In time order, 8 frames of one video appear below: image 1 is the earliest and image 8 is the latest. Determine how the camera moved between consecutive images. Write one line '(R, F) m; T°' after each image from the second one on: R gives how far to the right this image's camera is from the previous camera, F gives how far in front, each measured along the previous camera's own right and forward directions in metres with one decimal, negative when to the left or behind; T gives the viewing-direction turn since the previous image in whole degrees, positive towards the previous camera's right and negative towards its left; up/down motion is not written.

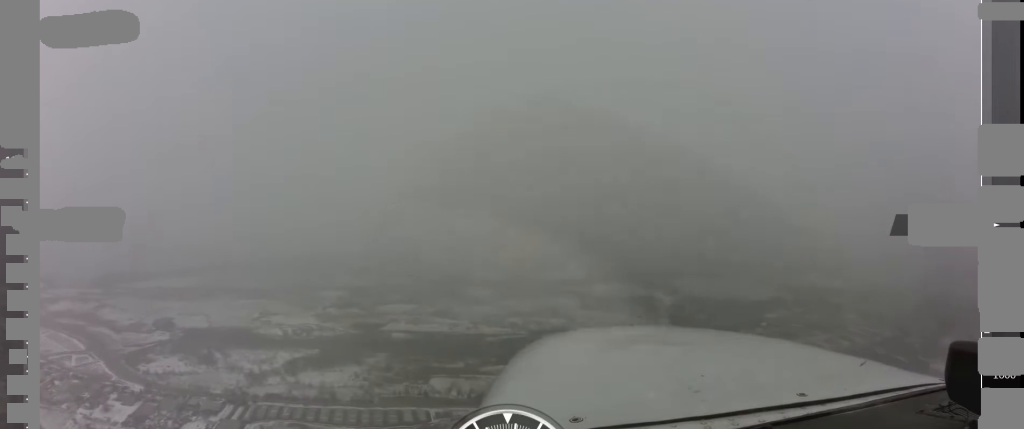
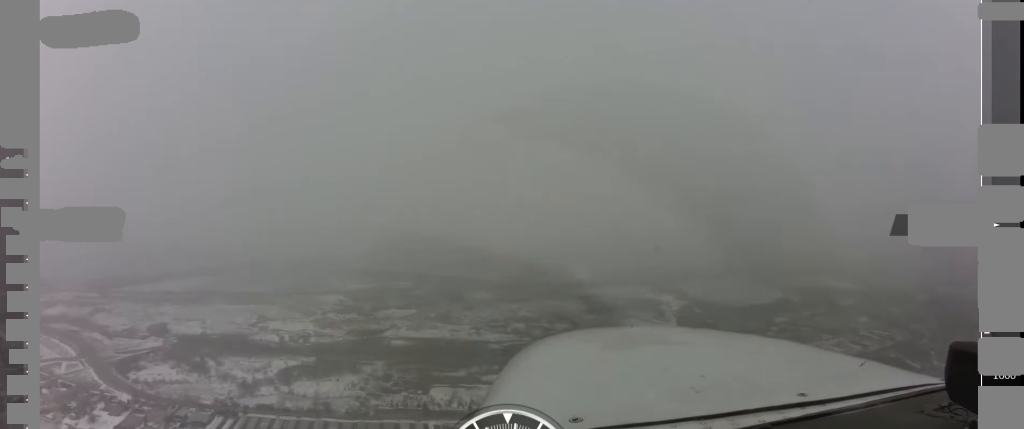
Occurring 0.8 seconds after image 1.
(+0.1, +41.4) m; 0°
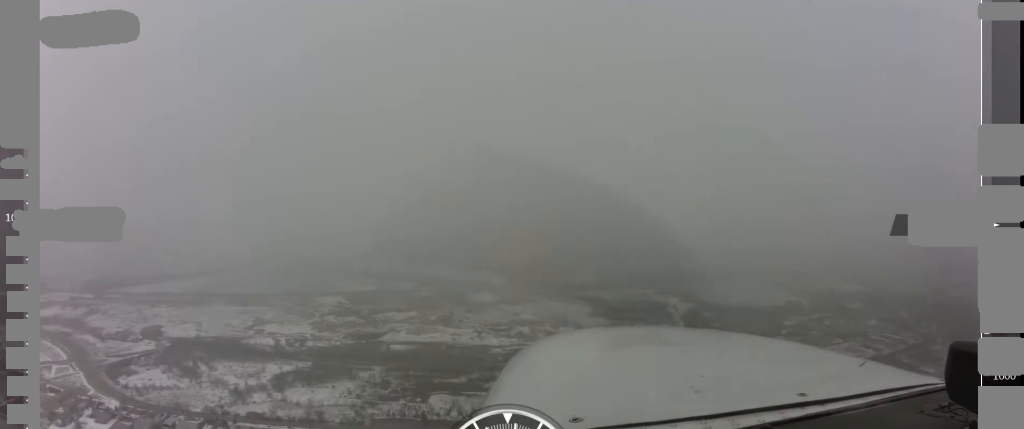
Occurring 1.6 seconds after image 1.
(-0.1, +38.2) m; -1°
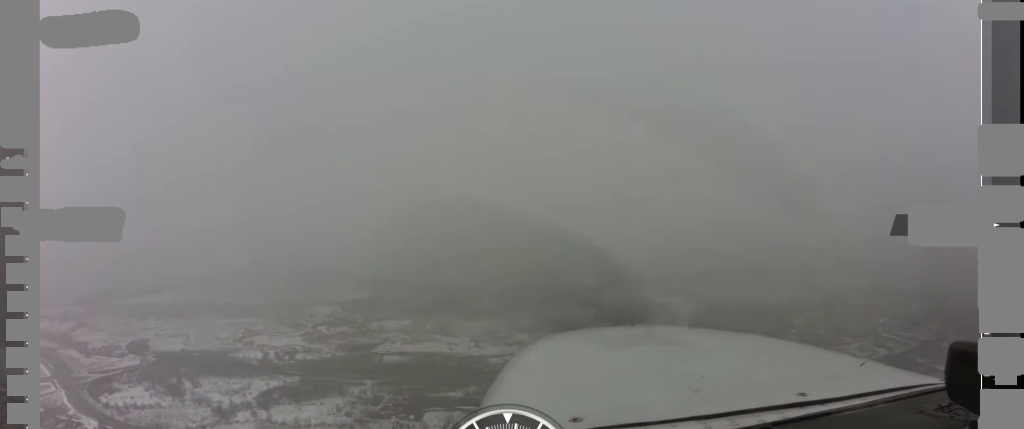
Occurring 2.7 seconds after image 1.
(-1.0, +53.1) m; -1°
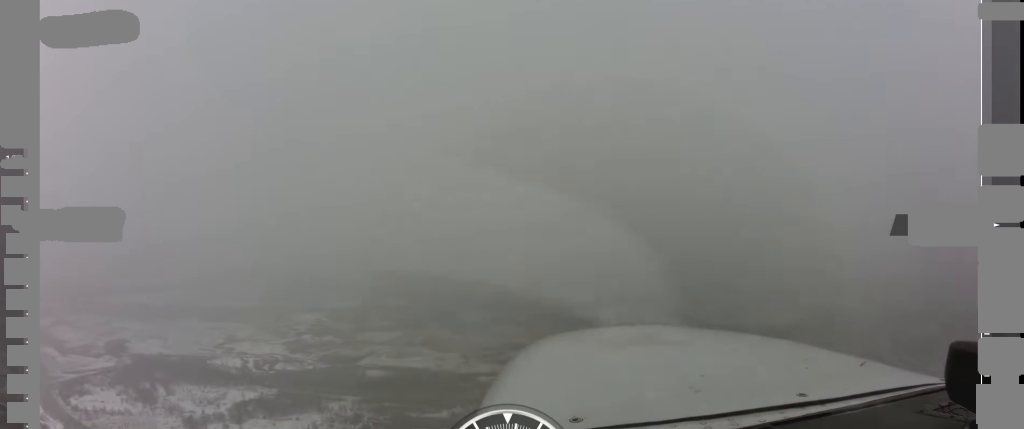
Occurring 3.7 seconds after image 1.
(+0.5, +51.3) m; +1°
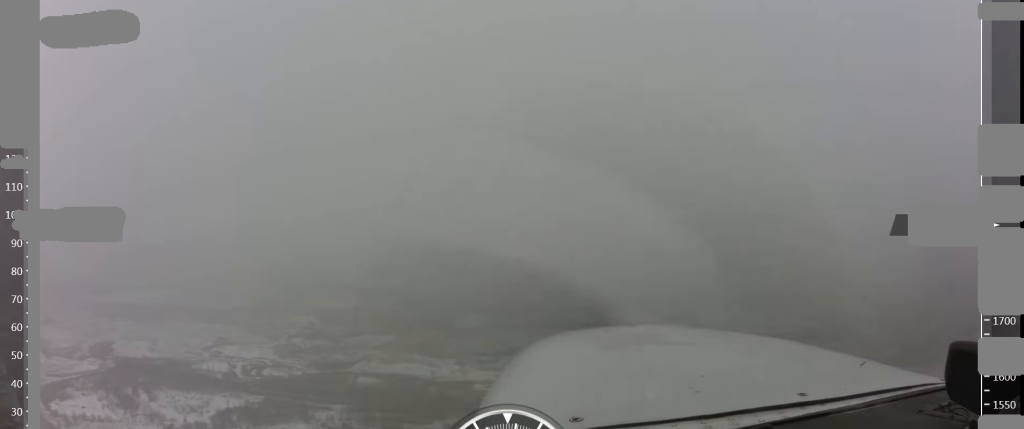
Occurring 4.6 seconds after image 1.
(+0.5, +44.6) m; +1°
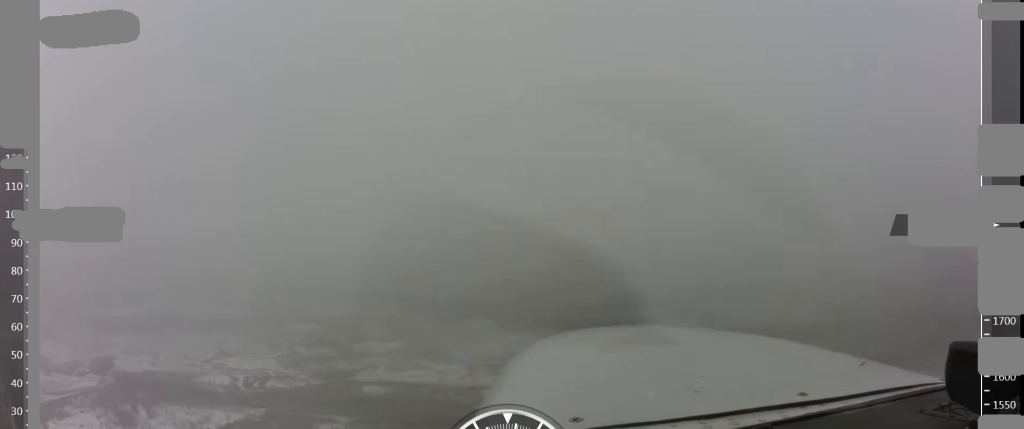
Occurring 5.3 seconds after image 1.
(0.0, +32.9) m; 0°
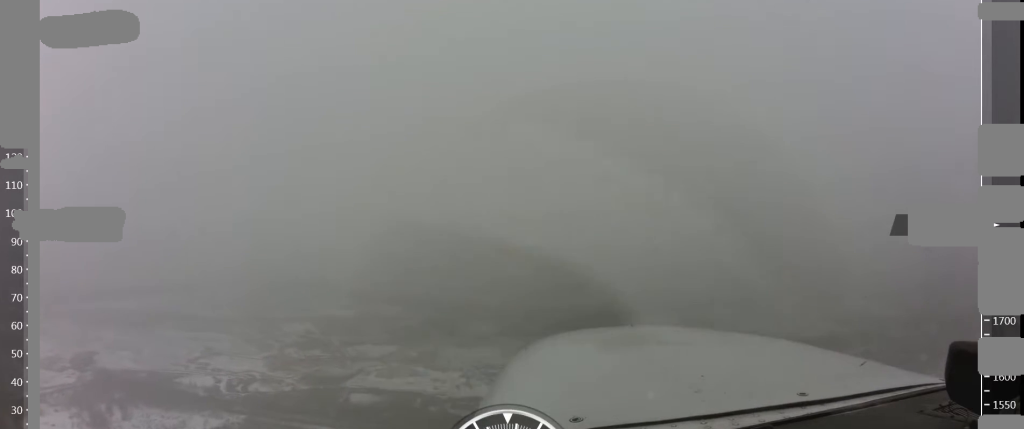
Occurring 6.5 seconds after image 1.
(-0.1, +62.1) m; -1°
